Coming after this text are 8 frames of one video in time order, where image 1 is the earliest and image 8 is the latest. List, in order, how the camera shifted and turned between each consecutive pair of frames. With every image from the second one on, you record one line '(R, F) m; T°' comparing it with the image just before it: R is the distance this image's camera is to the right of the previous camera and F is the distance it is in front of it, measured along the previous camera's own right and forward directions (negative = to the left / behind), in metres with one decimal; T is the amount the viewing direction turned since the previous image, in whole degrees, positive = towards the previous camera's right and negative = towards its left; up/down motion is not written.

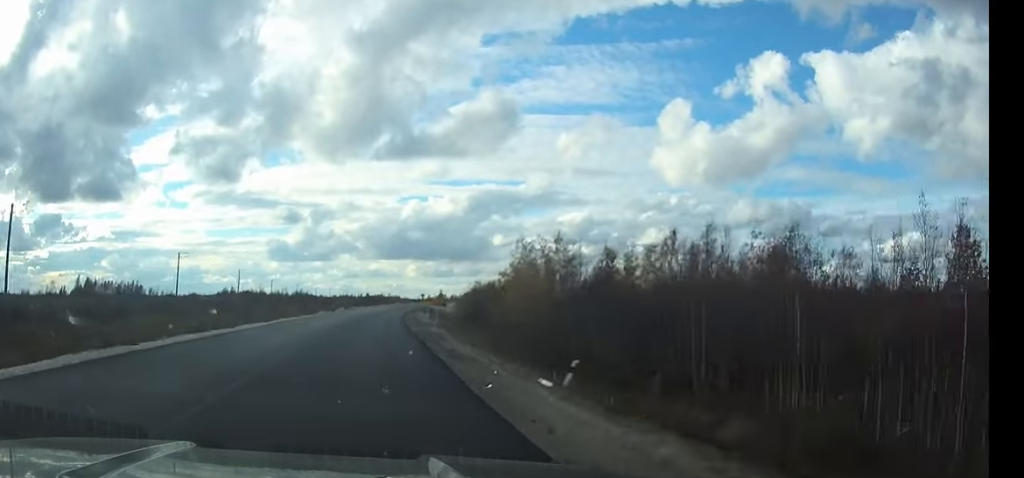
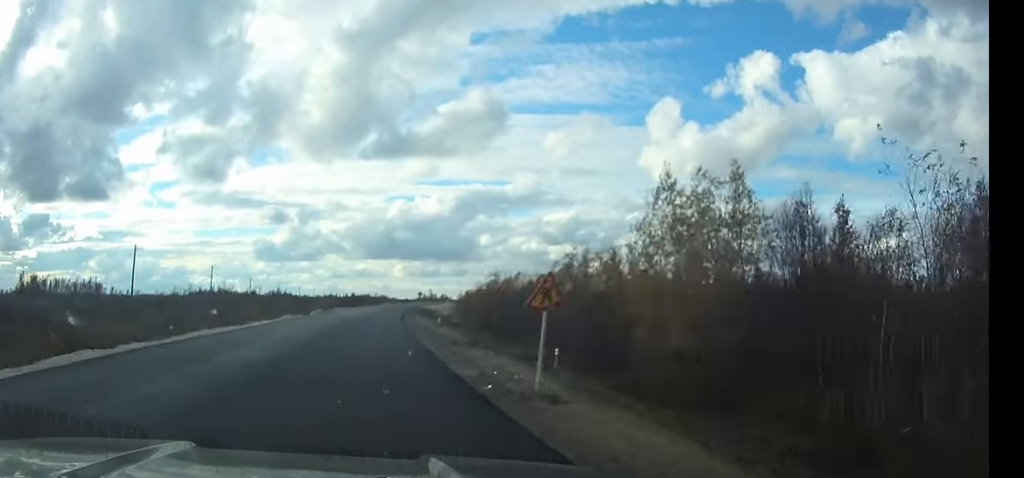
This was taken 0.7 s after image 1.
(+0.3, +21.2) m; +1°
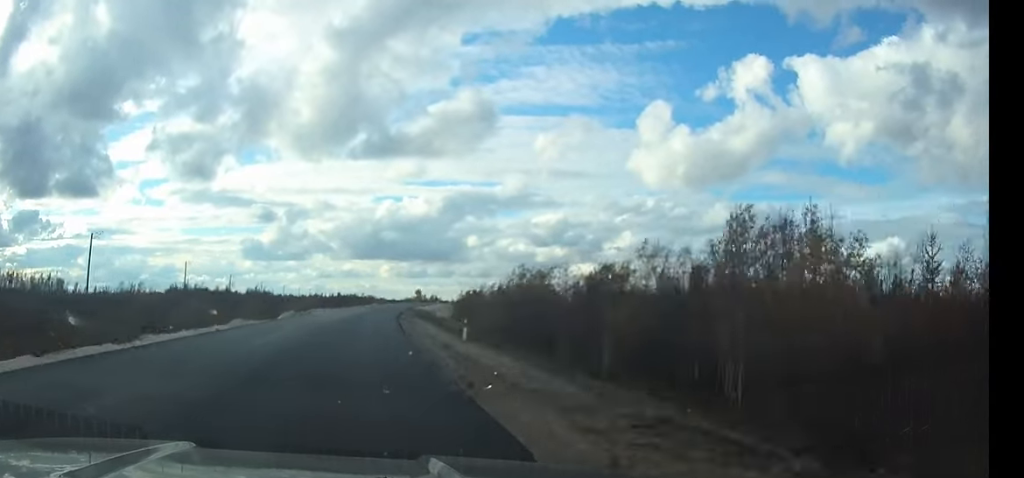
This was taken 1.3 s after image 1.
(0.0, +17.1) m; +1°
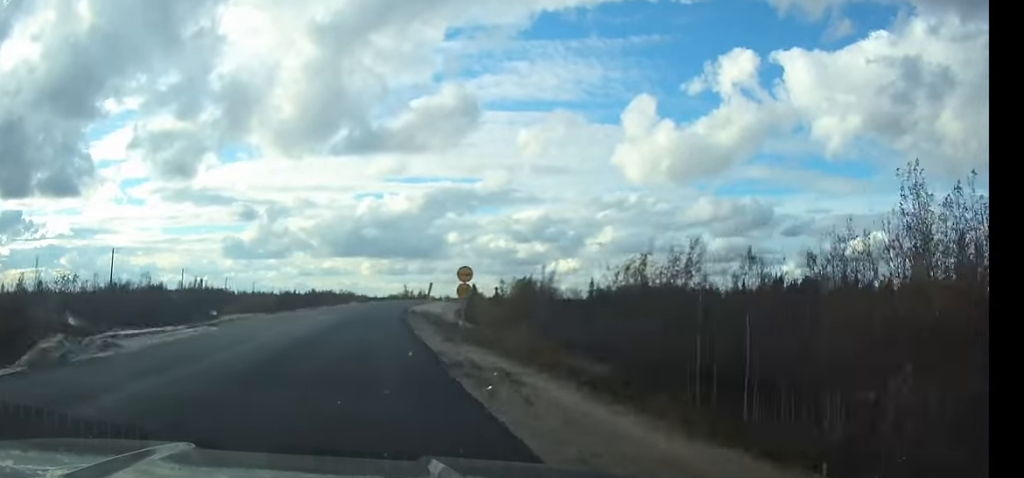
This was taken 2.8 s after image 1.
(+0.8, +42.0) m; +2°
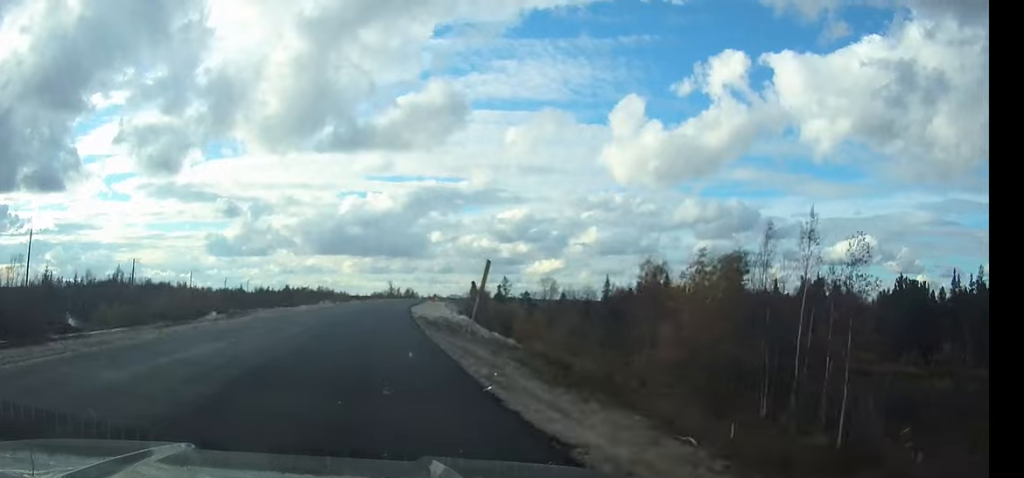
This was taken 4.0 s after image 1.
(+0.5, +32.5) m; +2°
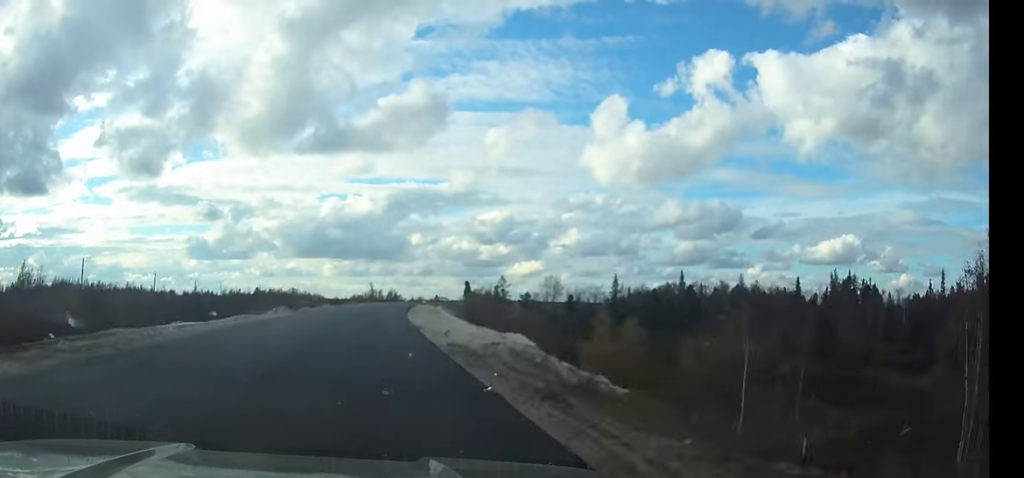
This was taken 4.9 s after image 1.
(+0.4, +23.7) m; +1°
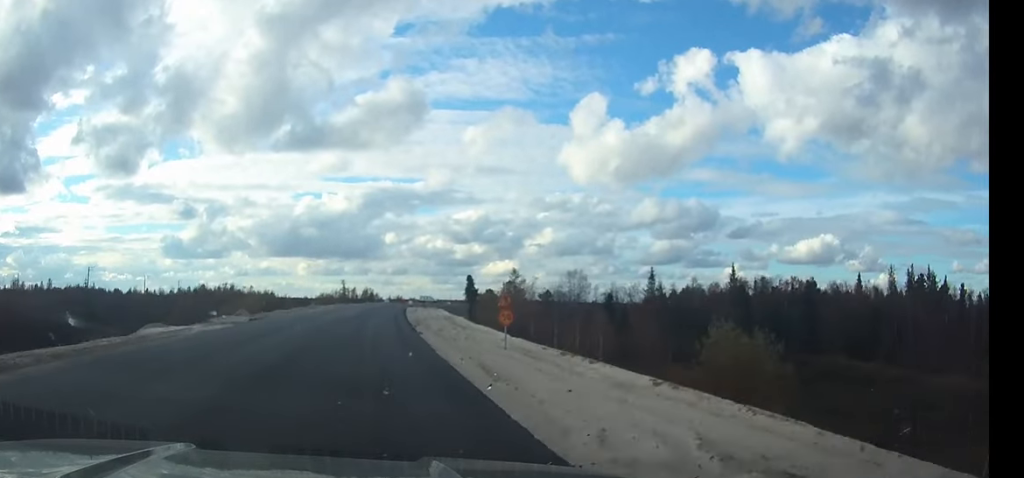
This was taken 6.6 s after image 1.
(+0.8, +41.5) m; +2°
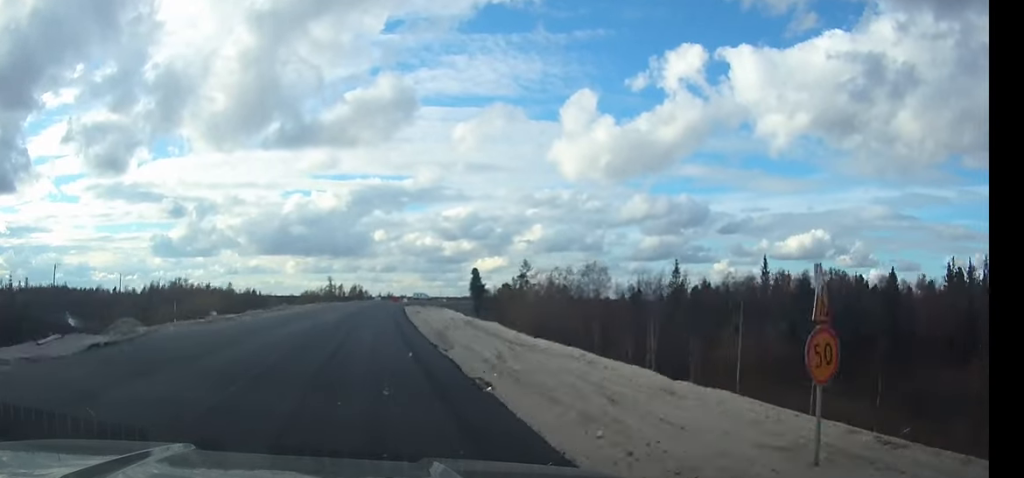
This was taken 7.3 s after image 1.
(+0.2, +16.6) m; +1°
